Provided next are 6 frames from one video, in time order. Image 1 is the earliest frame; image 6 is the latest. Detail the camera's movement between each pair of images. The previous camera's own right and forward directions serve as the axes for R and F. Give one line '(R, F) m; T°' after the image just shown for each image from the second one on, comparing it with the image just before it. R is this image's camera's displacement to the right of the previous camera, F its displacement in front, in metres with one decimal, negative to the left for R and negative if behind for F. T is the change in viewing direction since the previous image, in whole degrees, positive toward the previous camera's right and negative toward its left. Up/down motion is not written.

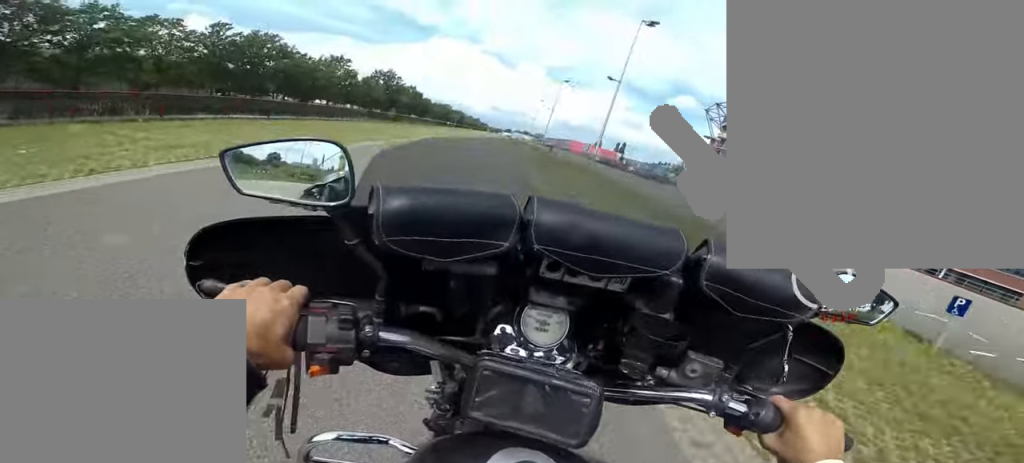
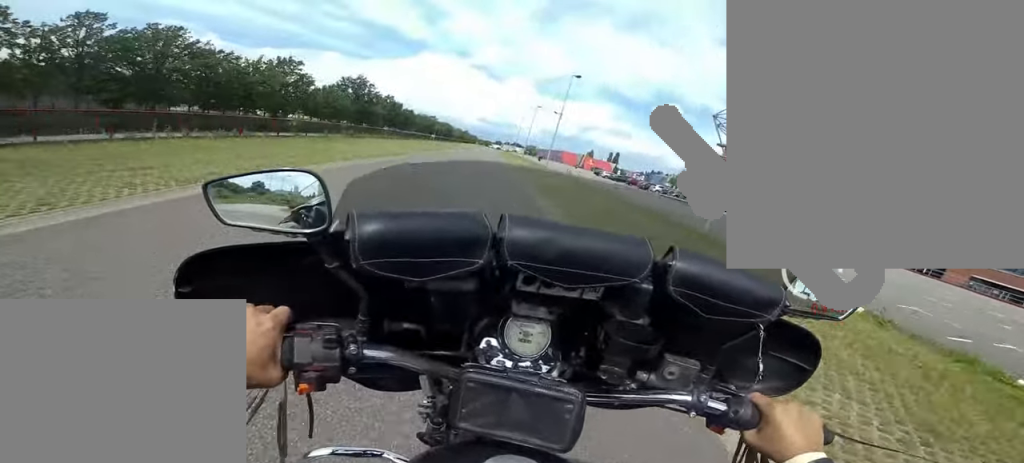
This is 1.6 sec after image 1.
(+0.4, +16.0) m; +2°
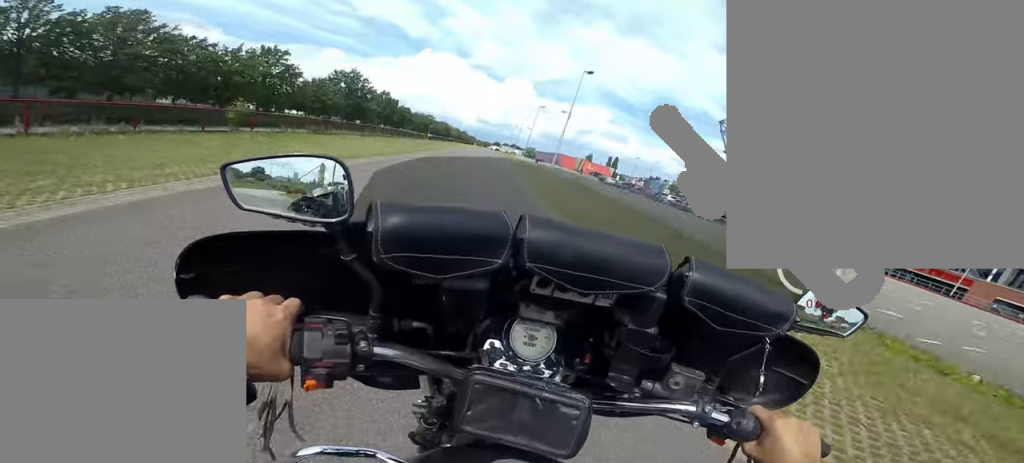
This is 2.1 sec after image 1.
(-0.1, +5.0) m; 0°
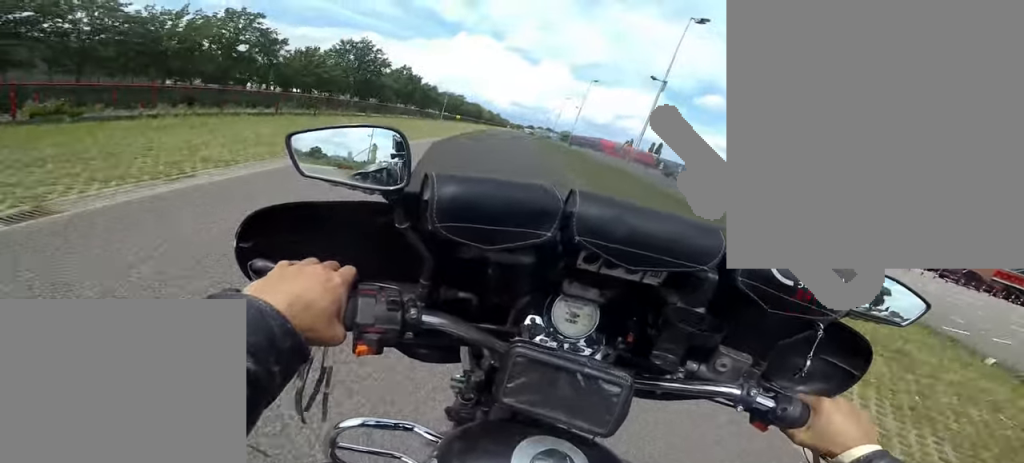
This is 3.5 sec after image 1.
(0.0, +15.7) m; 0°
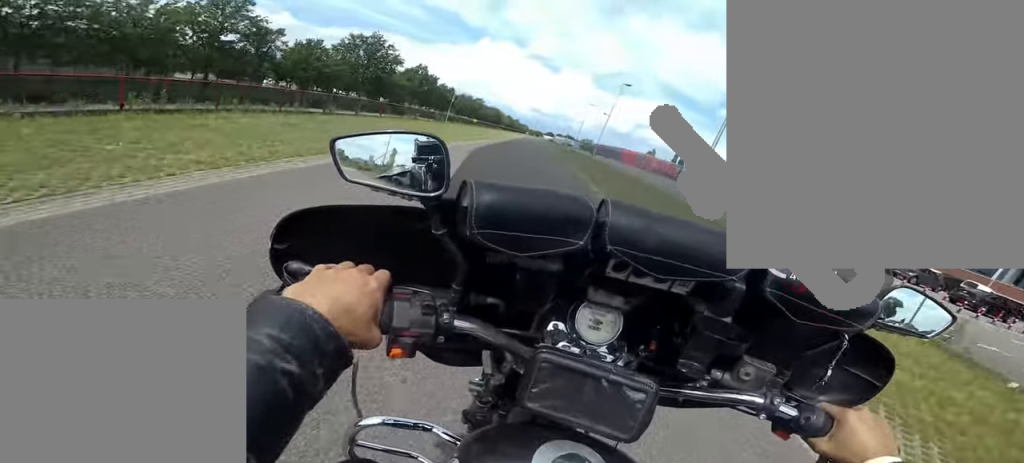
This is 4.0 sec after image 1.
(0.0, +7.1) m; 0°
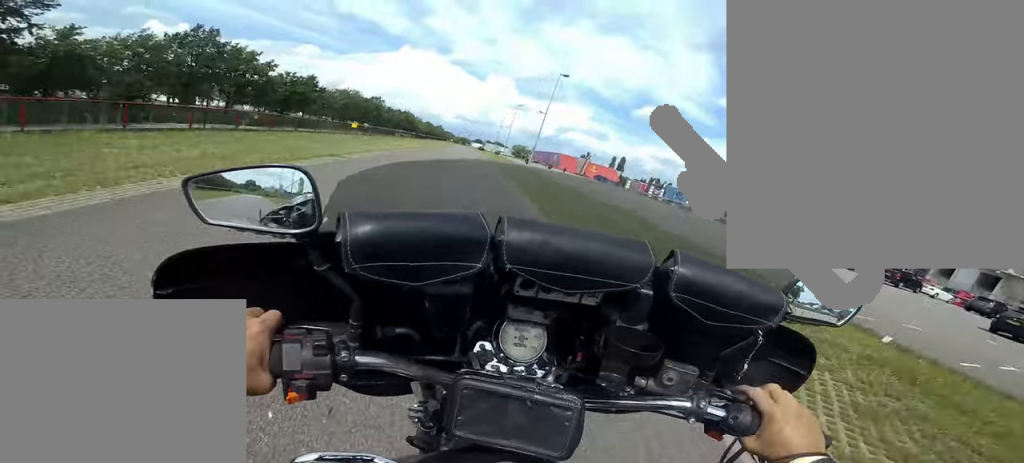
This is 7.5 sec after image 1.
(-0.6, +44.8) m; -4°
